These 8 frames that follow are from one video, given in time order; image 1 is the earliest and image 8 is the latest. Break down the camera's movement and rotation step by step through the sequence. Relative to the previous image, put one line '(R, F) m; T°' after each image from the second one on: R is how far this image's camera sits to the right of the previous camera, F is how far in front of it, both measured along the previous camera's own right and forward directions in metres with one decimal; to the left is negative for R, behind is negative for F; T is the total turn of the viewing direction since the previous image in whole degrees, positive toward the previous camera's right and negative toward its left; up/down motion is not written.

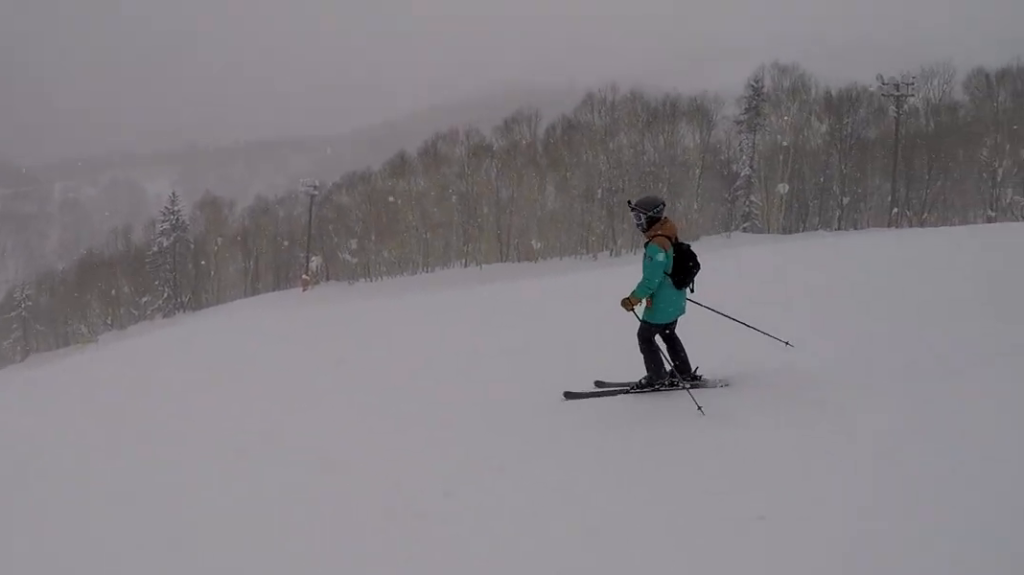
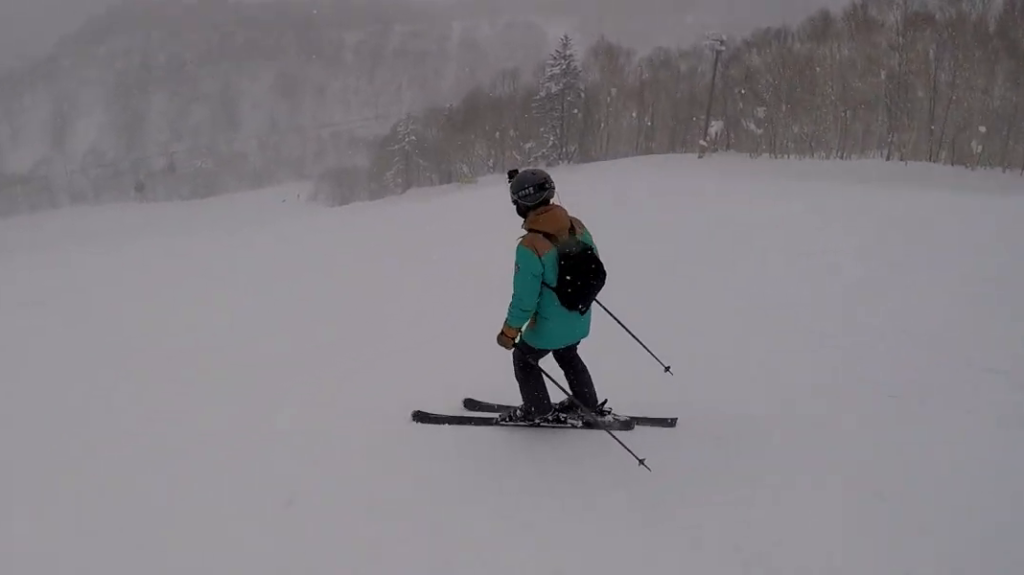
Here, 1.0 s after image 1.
(+0.5, +4.2) m; -4°
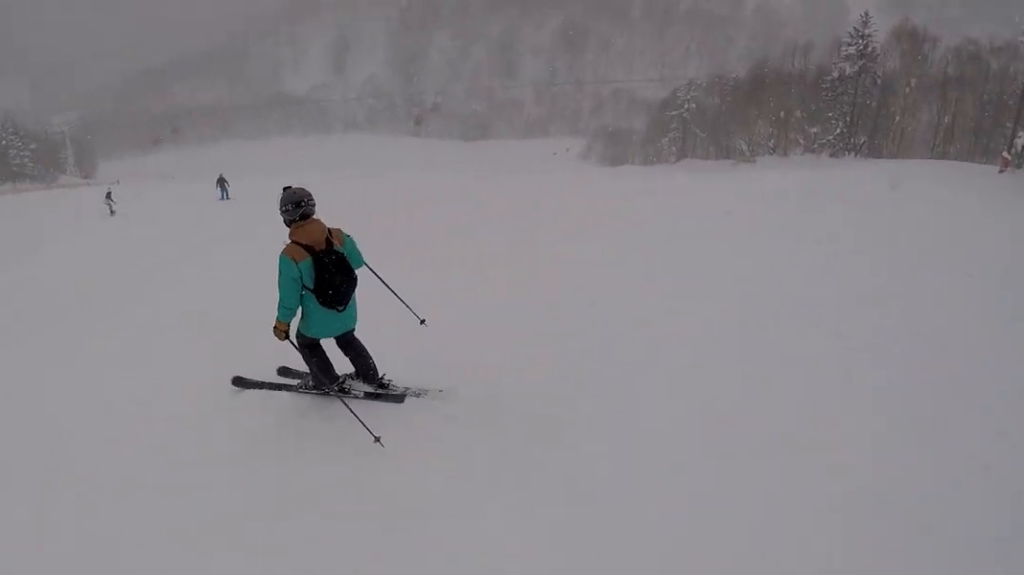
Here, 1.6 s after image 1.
(-0.4, +2.3) m; -20°
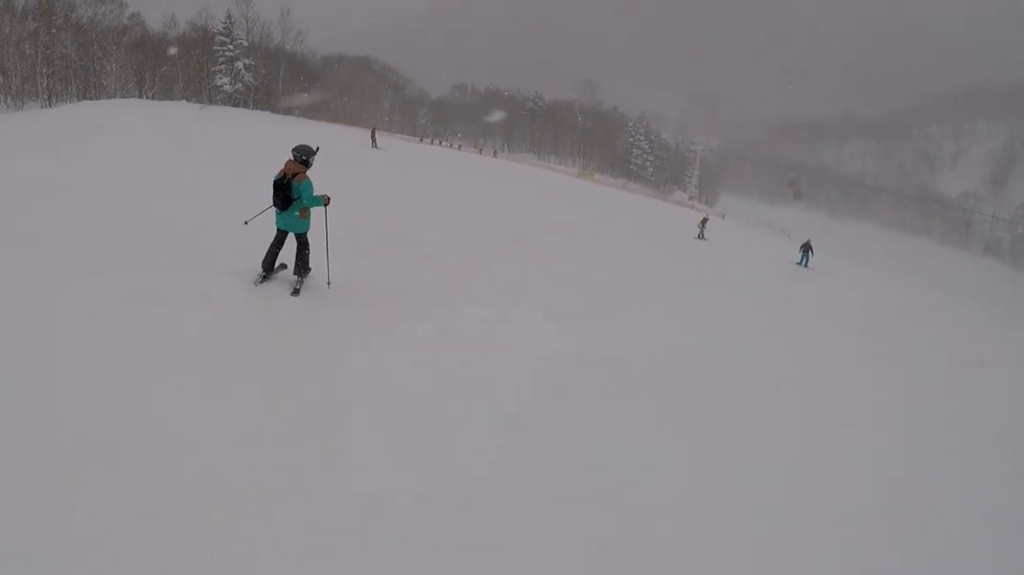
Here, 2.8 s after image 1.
(-2.2, +4.4) m; -55°
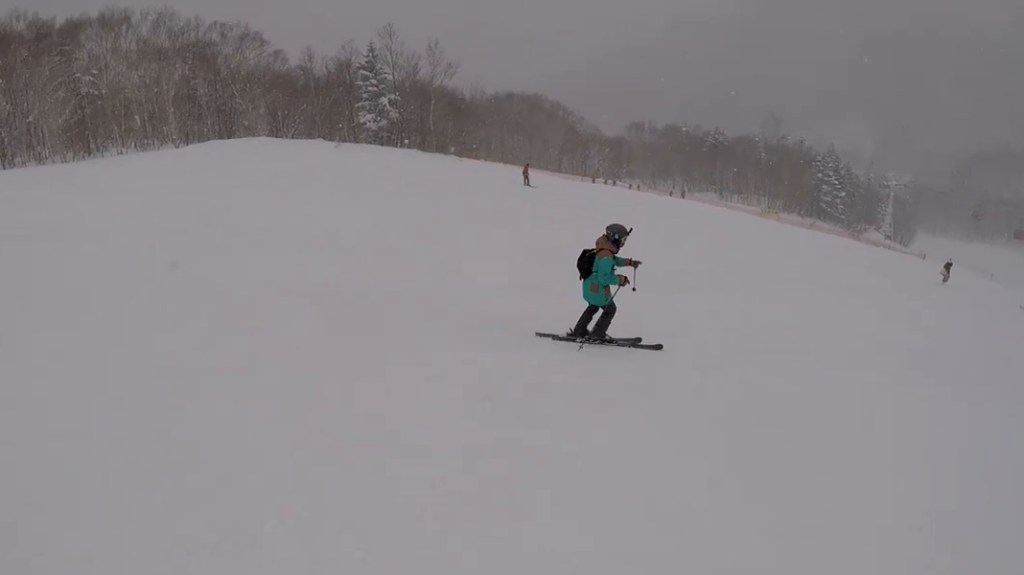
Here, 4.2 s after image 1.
(-2.2, +6.7) m; -14°
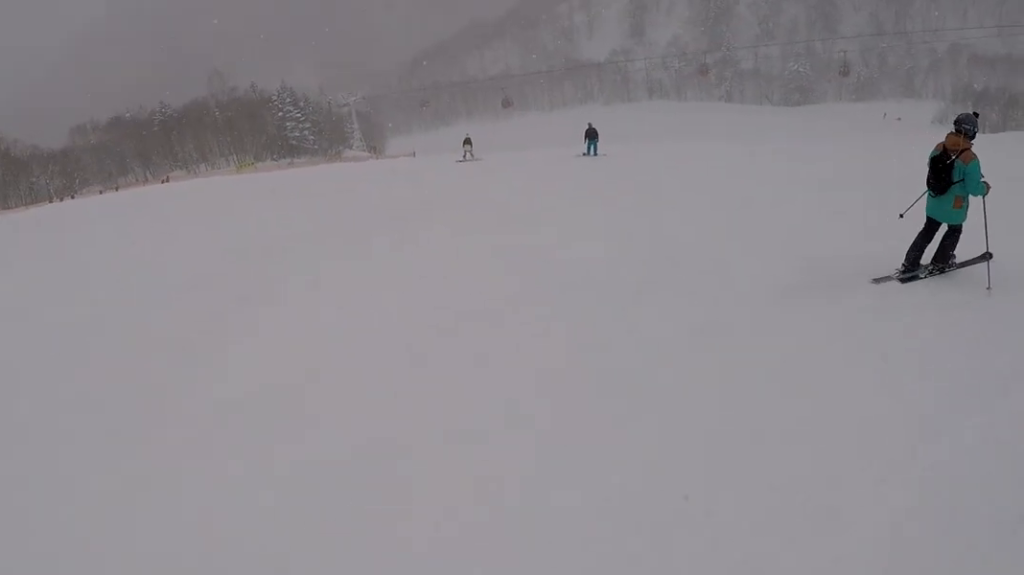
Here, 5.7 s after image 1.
(+1.7, +8.3) m; +34°
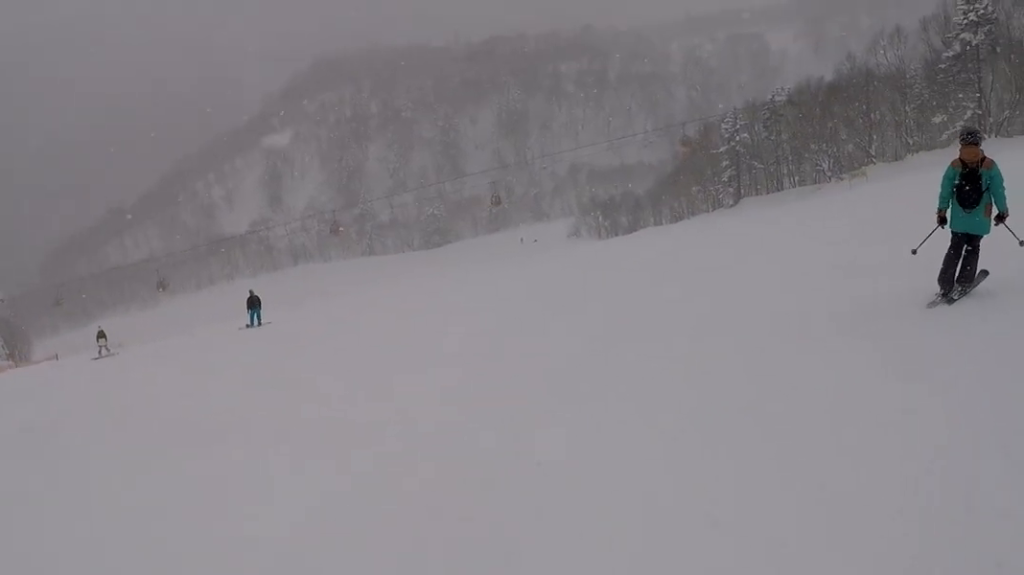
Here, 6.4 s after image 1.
(+0.8, +3.5) m; +24°
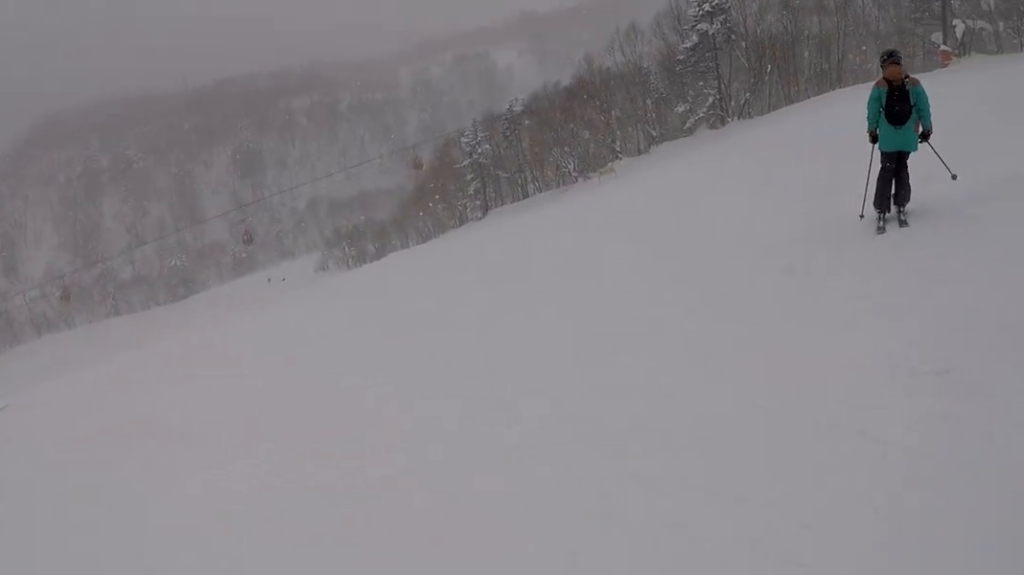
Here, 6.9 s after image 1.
(+0.5, +2.5) m; +16°
